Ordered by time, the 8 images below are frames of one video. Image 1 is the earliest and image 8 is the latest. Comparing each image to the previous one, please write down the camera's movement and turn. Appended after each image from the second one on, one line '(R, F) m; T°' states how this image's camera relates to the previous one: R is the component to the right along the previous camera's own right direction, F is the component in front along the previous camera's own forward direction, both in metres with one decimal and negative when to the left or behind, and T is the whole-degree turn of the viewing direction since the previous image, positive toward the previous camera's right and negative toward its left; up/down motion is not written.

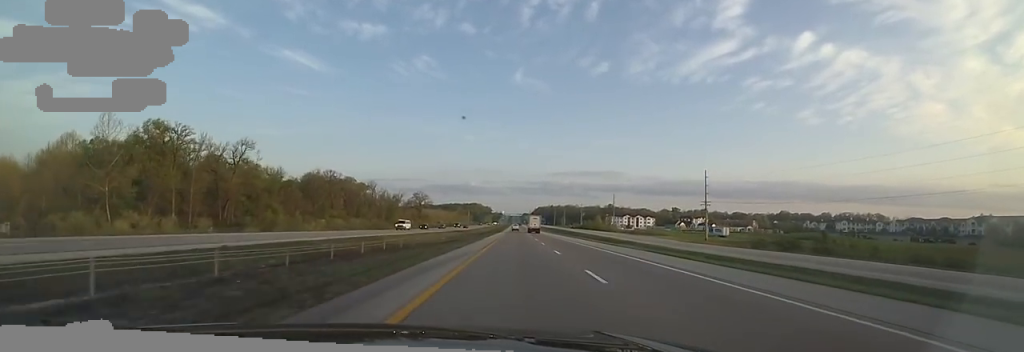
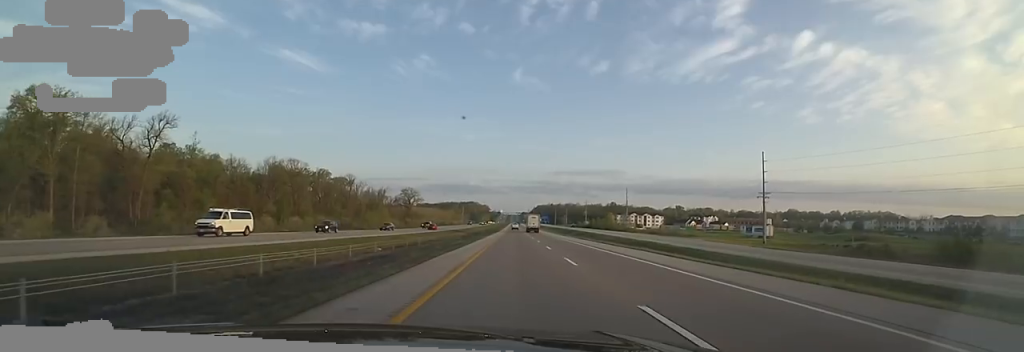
(+0.3, +31.3) m; -2°
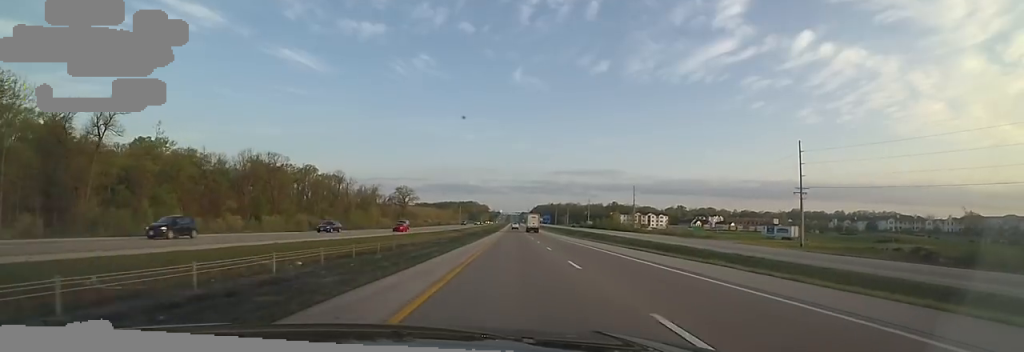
(-0.3, +13.3) m; -1°
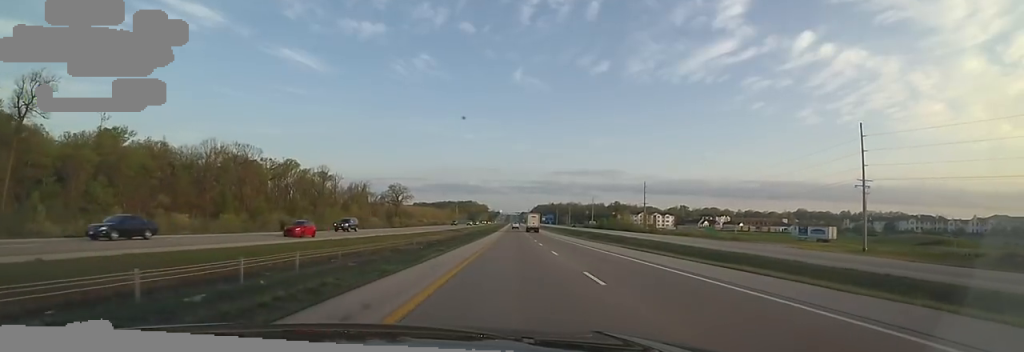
(-0.9, +16.3) m; 0°
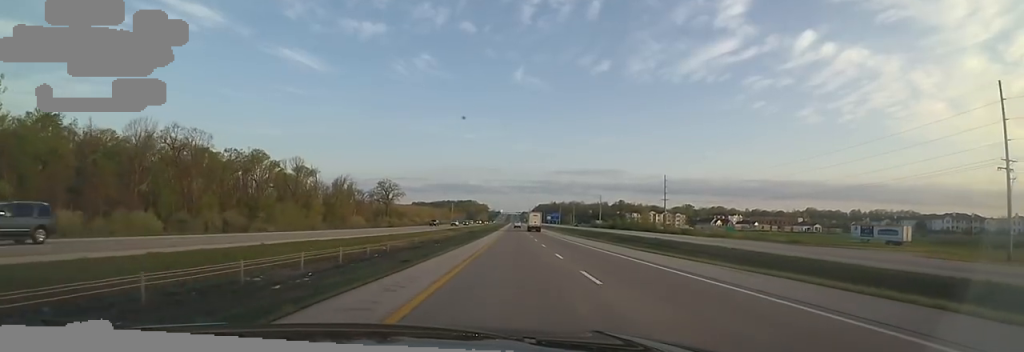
(+0.6, +23.8) m; +2°
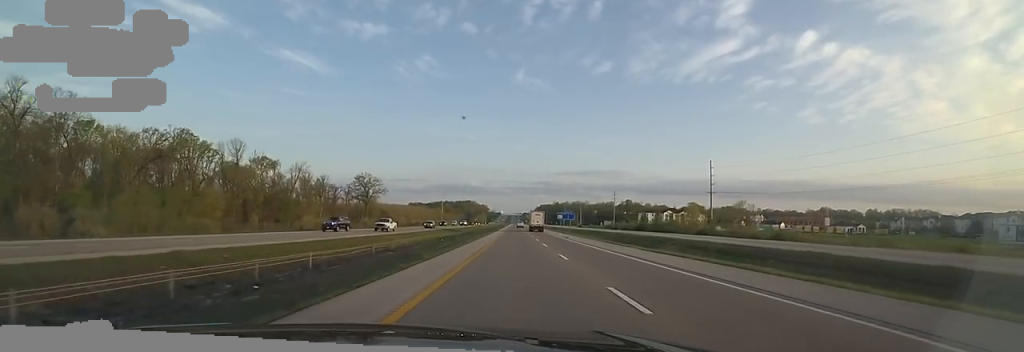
(+1.0, +37.4) m; 0°
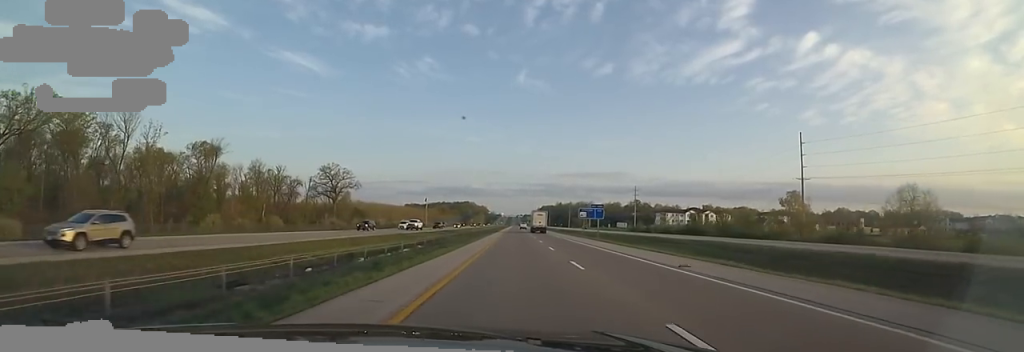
(-0.9, +41.0) m; +1°
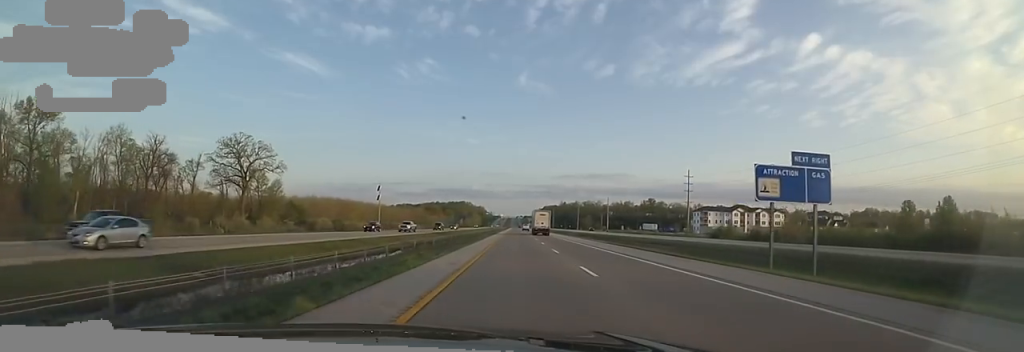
(-1.5, +63.7) m; -3°
